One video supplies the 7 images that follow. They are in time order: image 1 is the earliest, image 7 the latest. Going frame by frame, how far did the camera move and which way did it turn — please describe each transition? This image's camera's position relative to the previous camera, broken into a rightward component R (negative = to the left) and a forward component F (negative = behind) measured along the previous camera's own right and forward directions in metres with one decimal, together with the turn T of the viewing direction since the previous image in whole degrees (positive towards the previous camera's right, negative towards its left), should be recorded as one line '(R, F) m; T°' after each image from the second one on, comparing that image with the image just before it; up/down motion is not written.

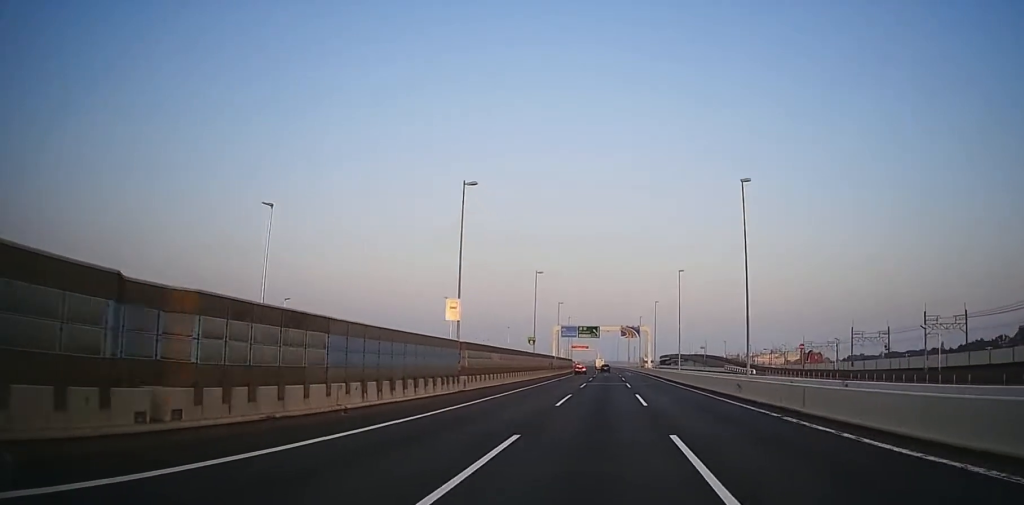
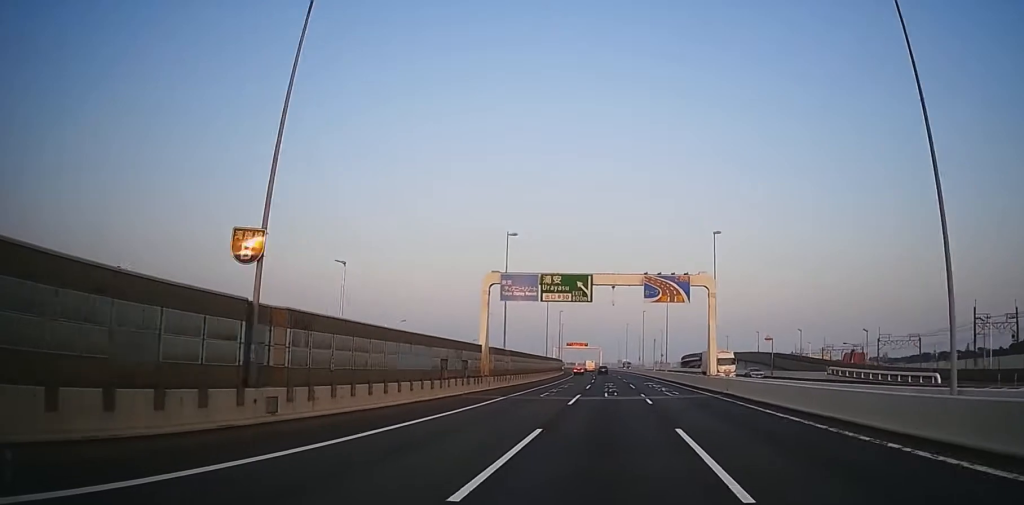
(-0.3, +58.0) m; 0°
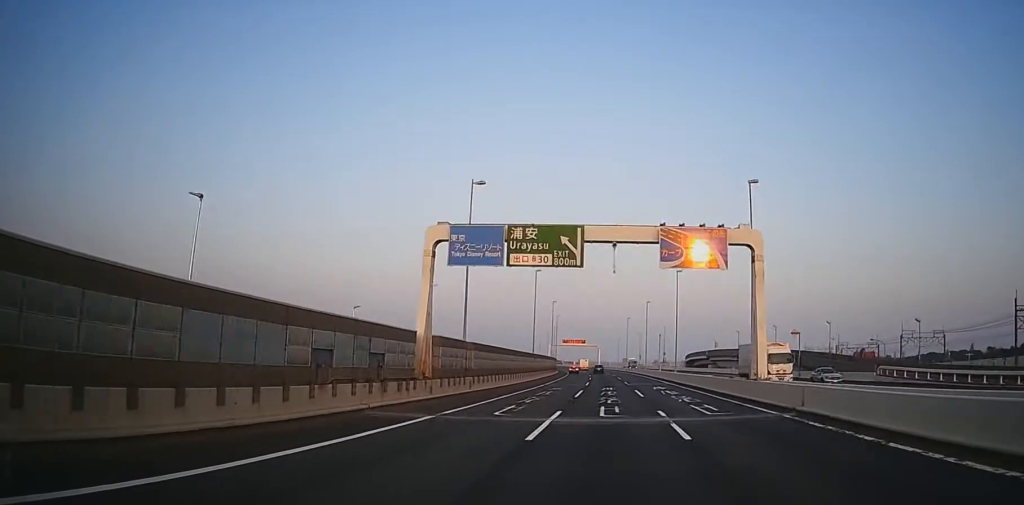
(+1.0, +14.8) m; 0°
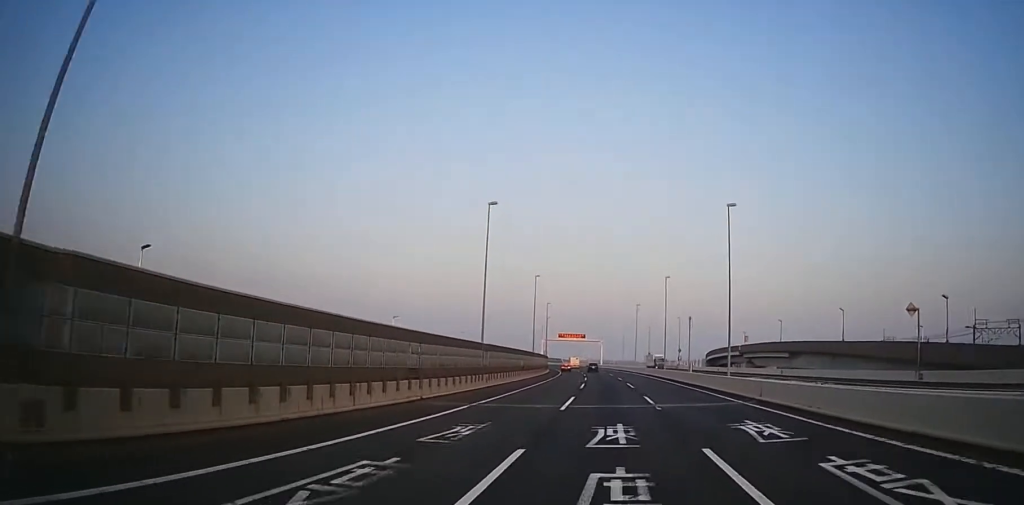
(-1.8, +28.6) m; -1°
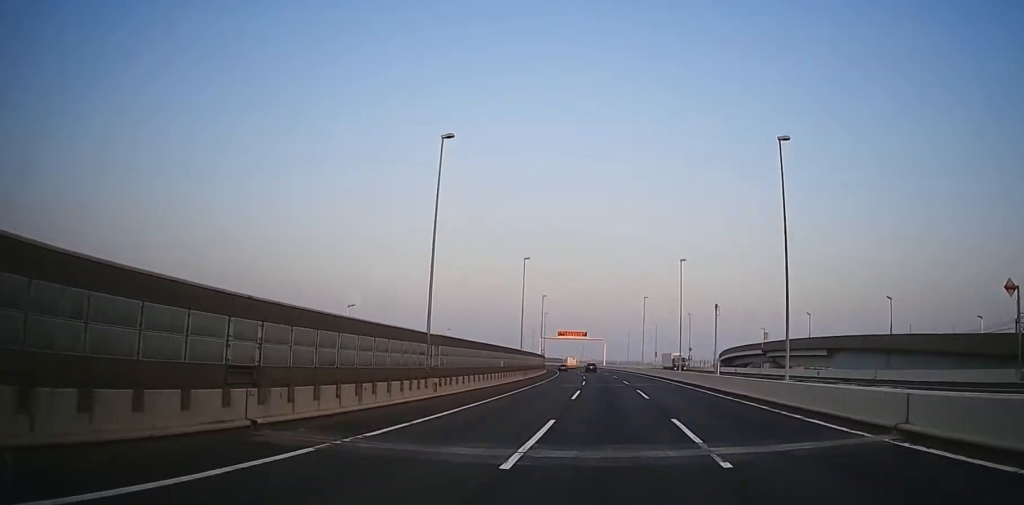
(+0.7, +13.8) m; +1°
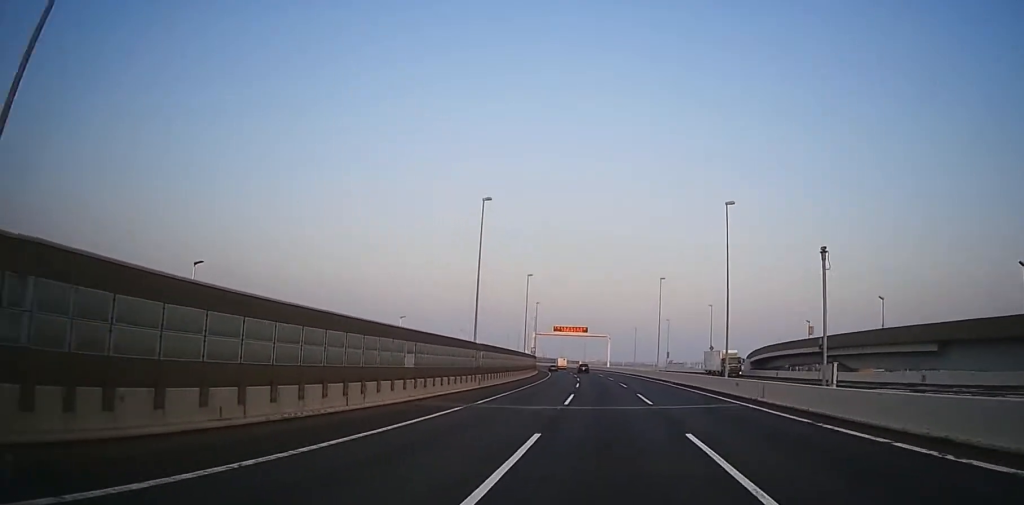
(+0.2, +24.5) m; +1°
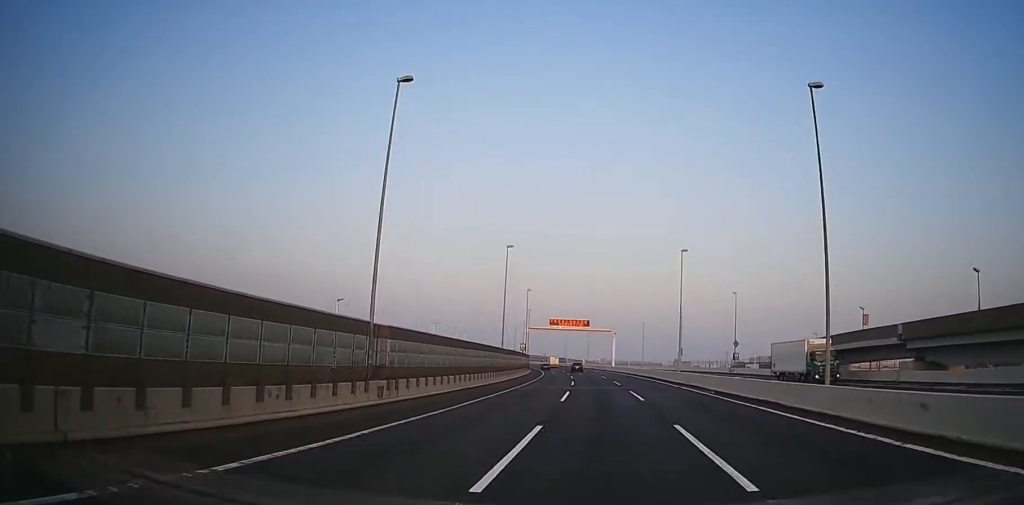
(-0.3, +17.5) m; 0°
